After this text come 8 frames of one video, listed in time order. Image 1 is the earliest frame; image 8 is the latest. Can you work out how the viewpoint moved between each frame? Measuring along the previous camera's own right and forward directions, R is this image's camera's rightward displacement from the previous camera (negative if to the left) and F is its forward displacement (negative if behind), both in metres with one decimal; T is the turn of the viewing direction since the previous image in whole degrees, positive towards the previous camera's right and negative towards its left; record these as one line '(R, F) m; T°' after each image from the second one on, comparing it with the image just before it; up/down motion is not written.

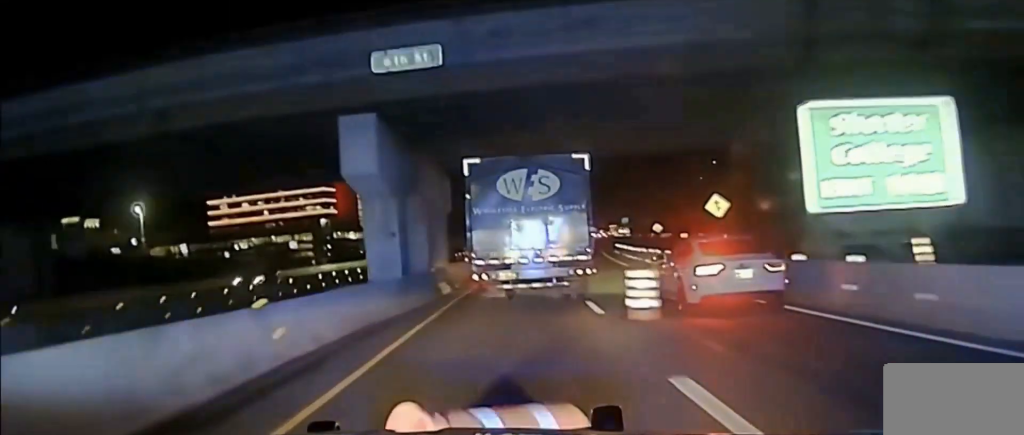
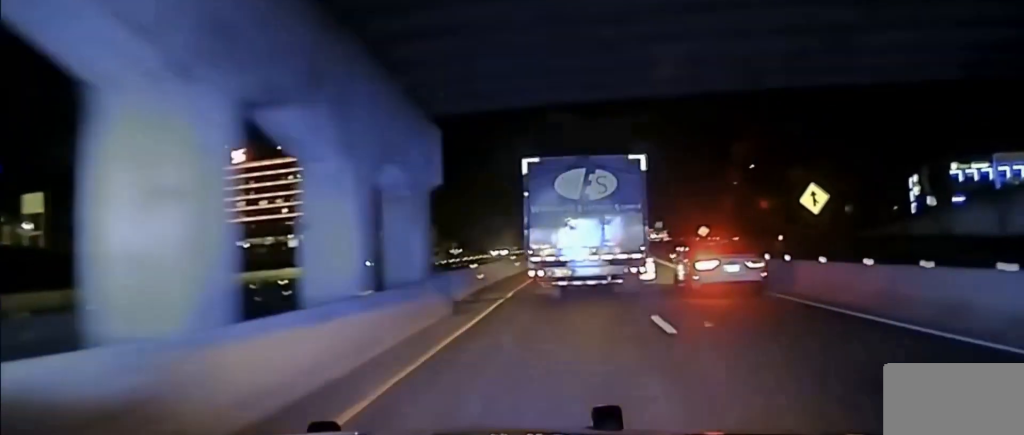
(+0.3, +16.0) m; -1°
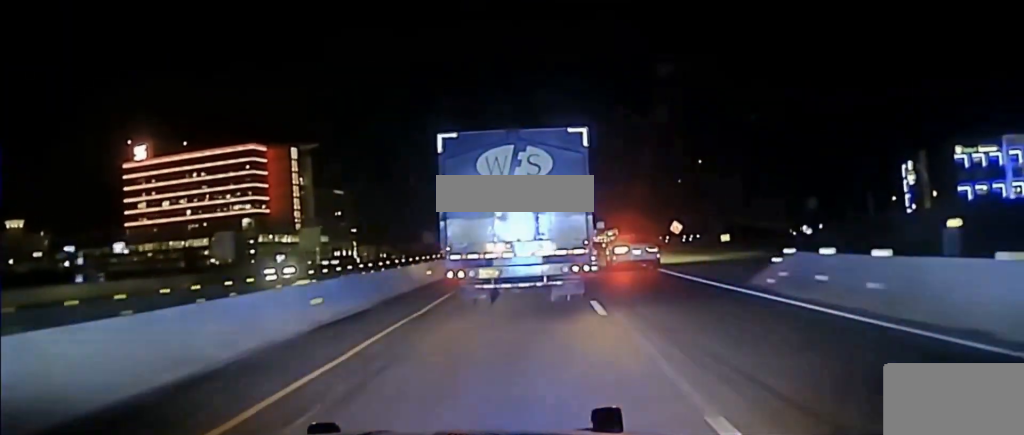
(-0.8, +30.6) m; -1°
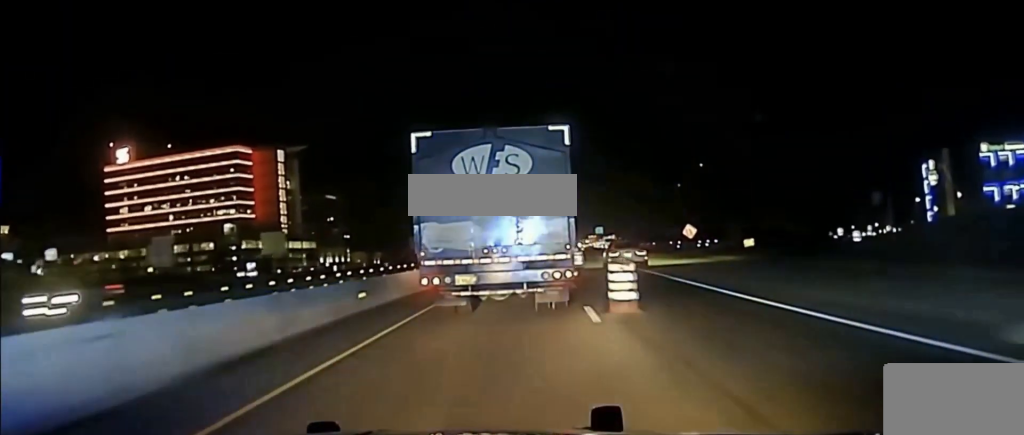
(-0.1, +12.0) m; +2°
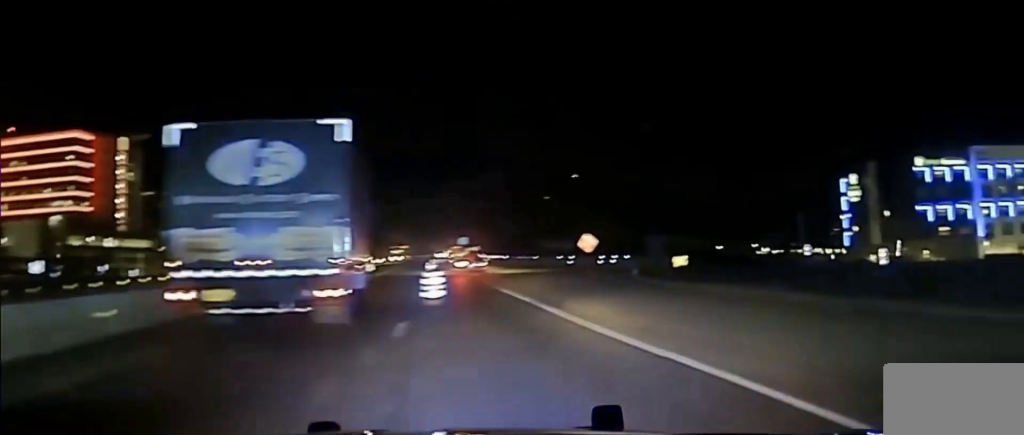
(+1.3, +24.6) m; +7°
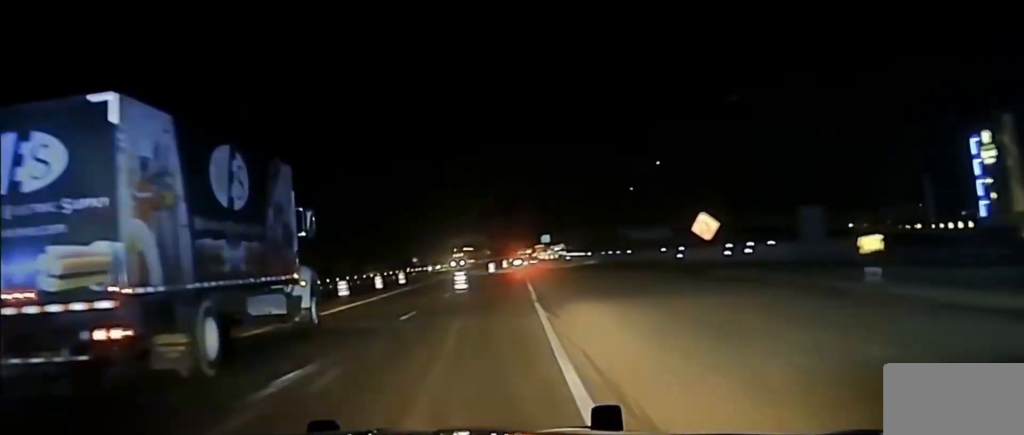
(+1.1, +22.3) m; +1°
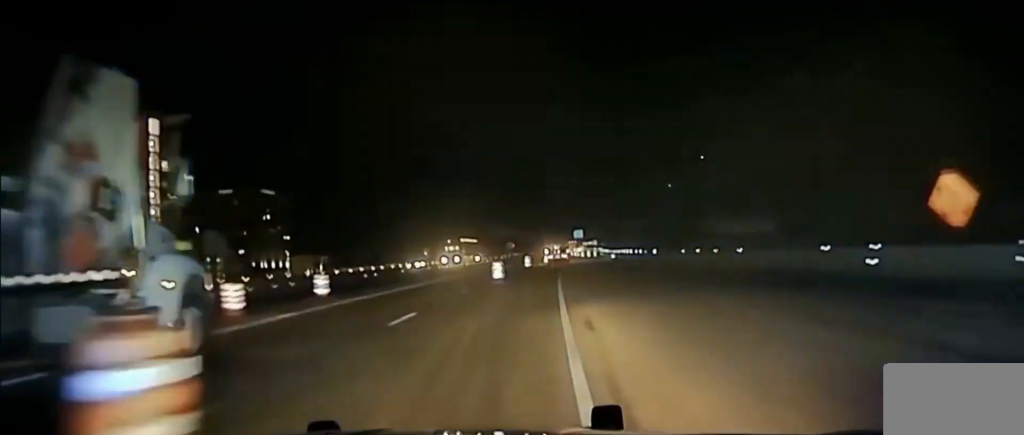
(-0.6, +27.0) m; -3°
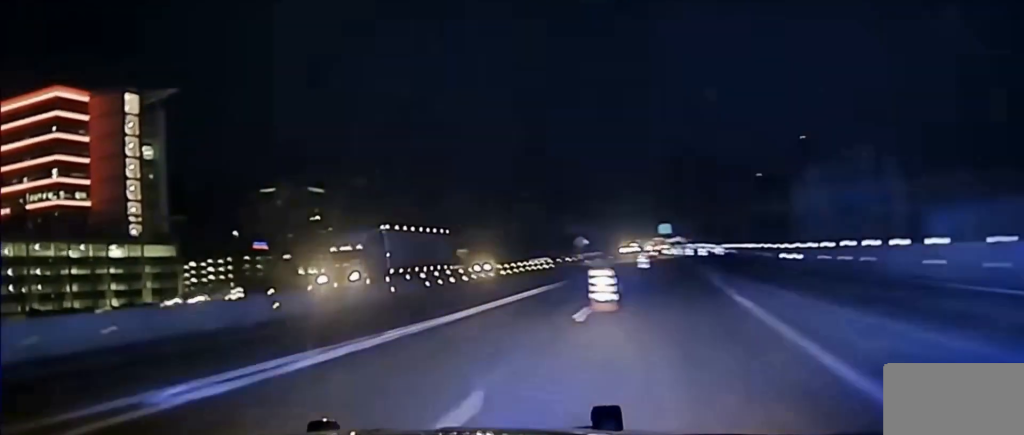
(-1.6, +46.1) m; -3°
